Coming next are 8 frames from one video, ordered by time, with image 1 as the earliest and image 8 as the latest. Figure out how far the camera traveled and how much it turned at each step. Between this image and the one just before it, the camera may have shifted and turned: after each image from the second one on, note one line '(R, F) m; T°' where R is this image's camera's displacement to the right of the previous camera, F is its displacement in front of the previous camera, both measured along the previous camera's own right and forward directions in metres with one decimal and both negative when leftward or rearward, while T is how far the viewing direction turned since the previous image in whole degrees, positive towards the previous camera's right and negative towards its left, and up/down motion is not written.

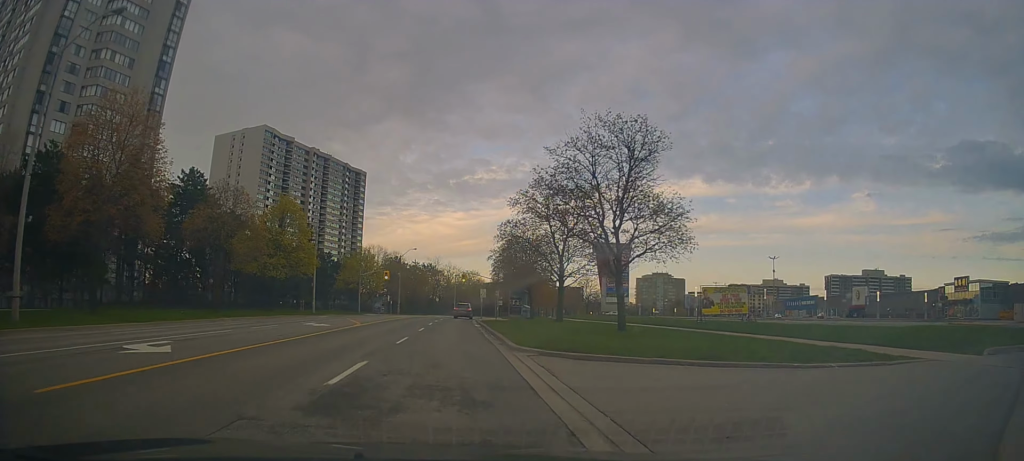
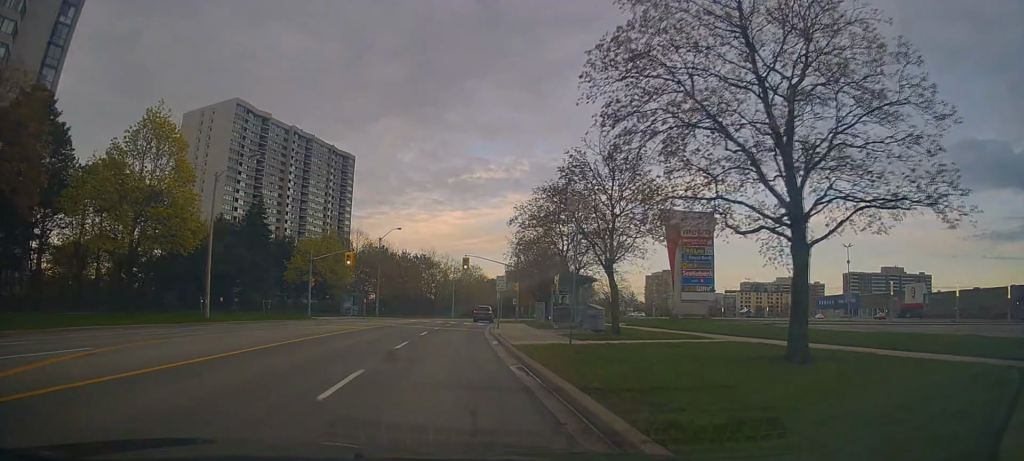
(0.0, +26.5) m; -1°
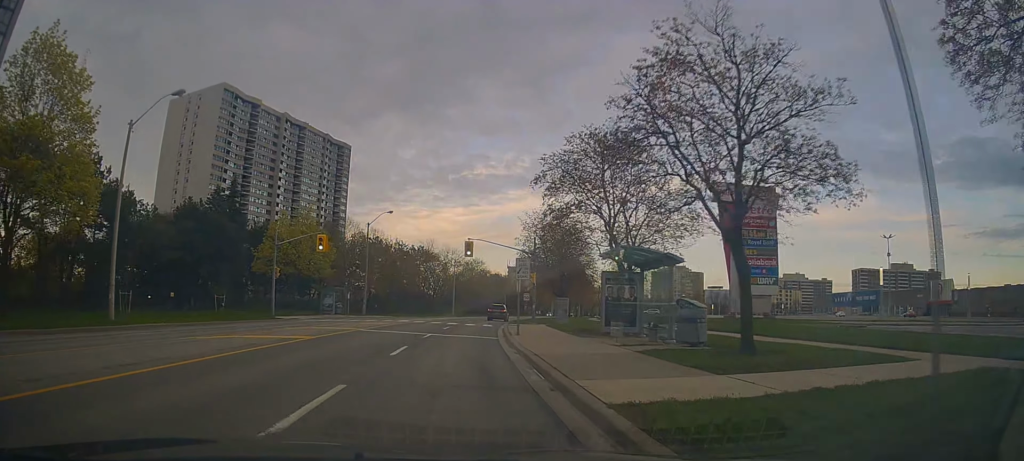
(+0.3, +10.3) m; +2°
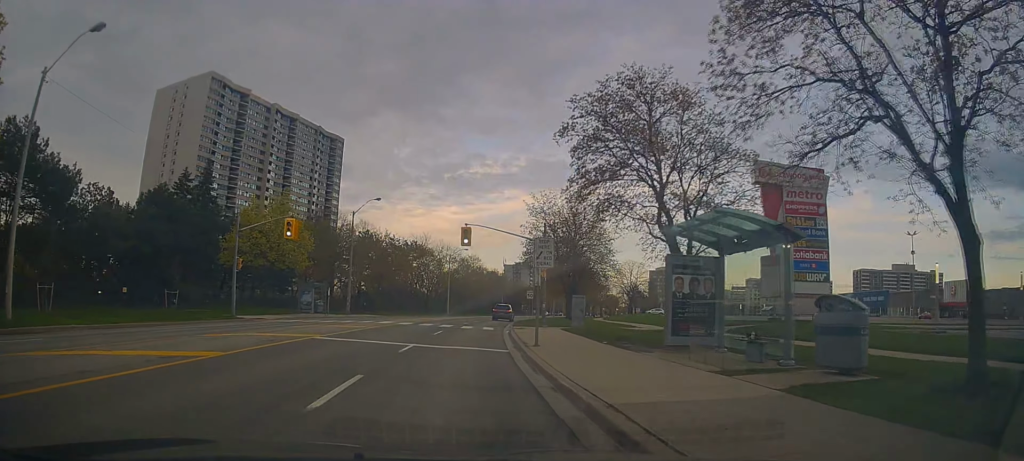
(+0.1, +6.7) m; +1°
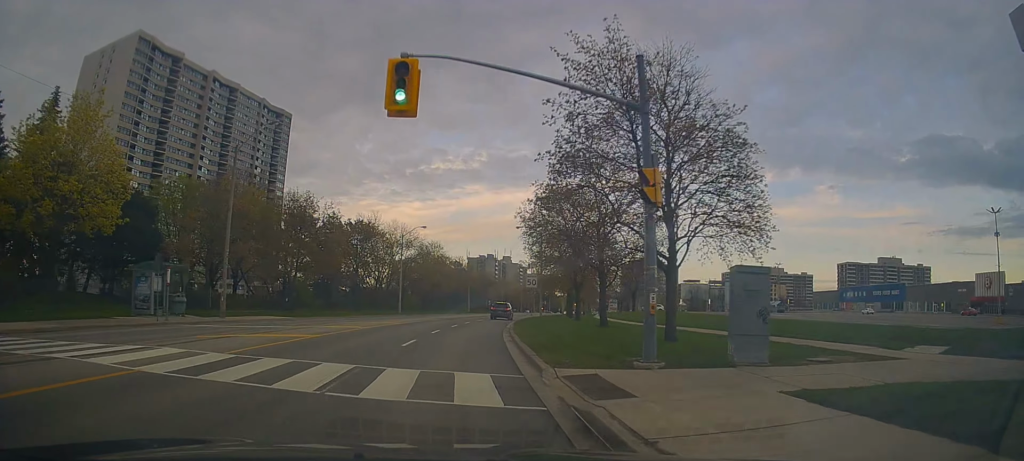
(-0.3, +23.6) m; -1°
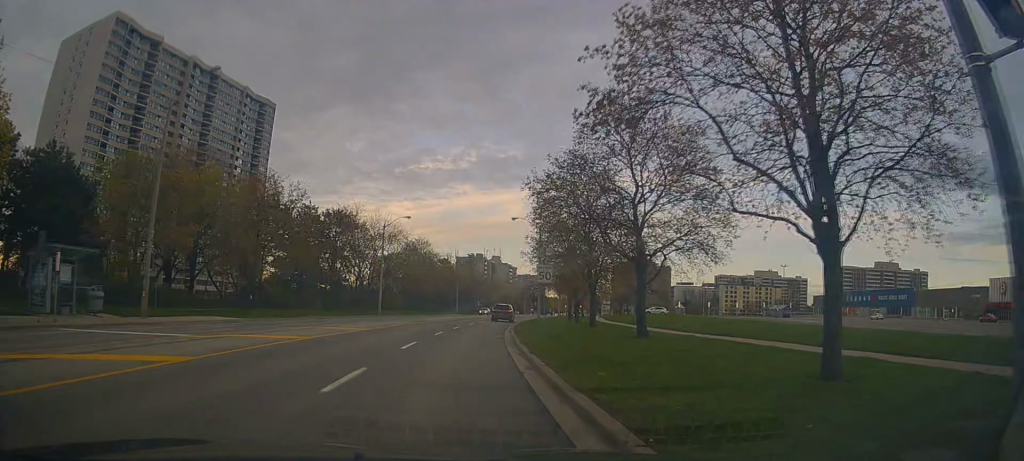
(0.0, +8.4) m; +1°
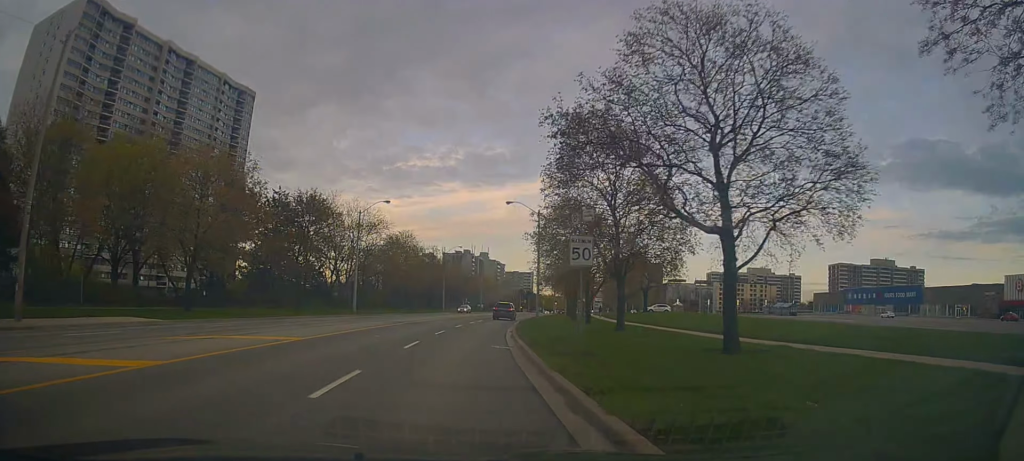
(+0.2, +8.4) m; +2°
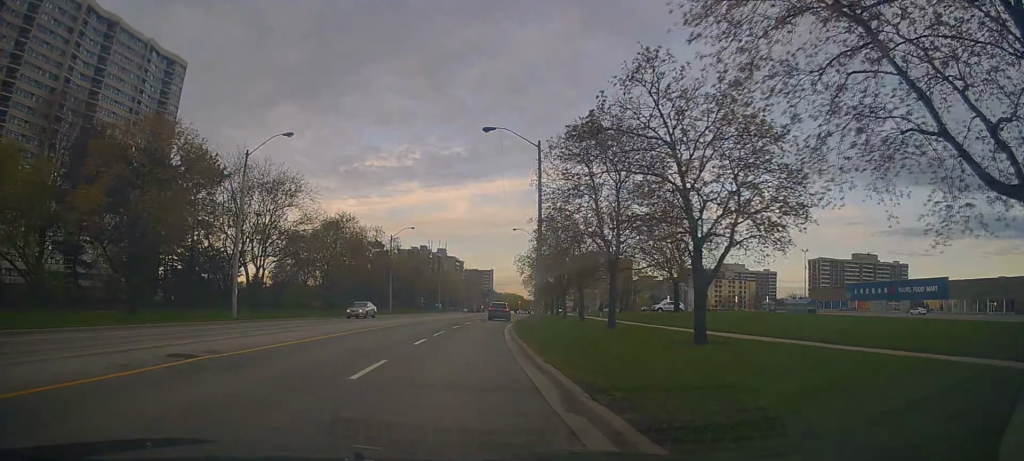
(+1.0, +23.3) m; +5°
